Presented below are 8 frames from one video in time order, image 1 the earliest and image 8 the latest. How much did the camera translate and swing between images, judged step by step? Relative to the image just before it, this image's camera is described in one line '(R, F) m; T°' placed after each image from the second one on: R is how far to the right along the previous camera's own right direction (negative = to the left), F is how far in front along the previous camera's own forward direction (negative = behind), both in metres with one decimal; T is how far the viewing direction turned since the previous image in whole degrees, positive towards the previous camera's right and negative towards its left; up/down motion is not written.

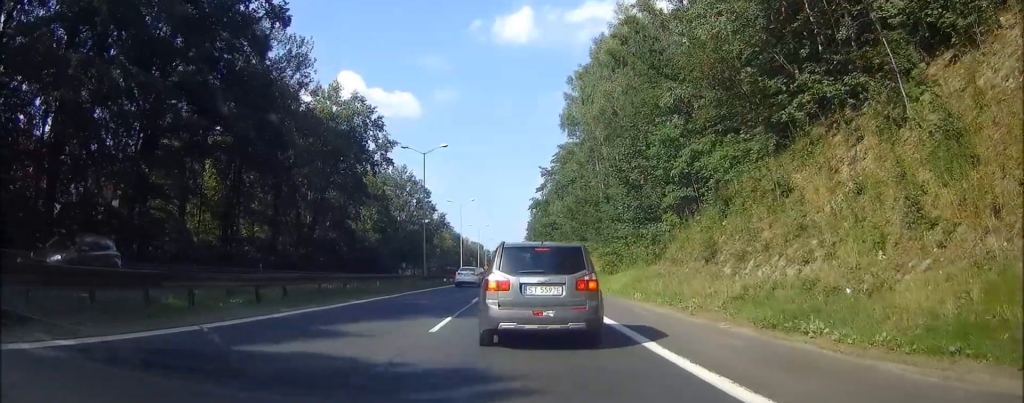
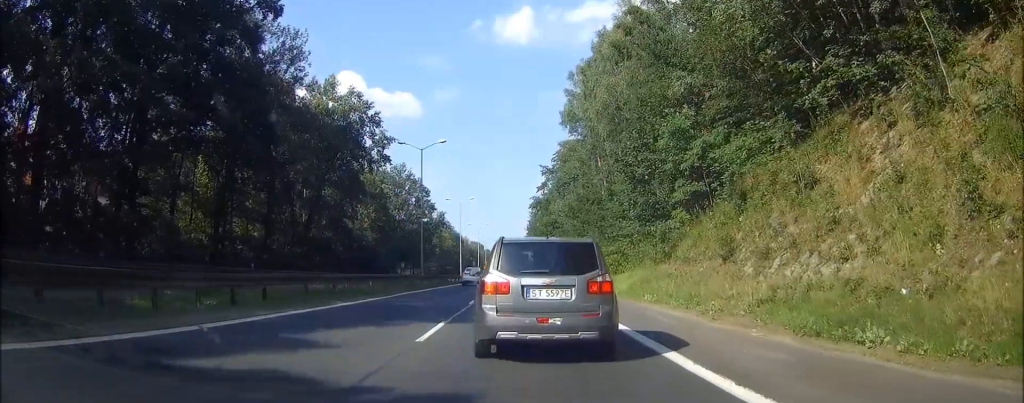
(0.0, +2.2) m; -1°
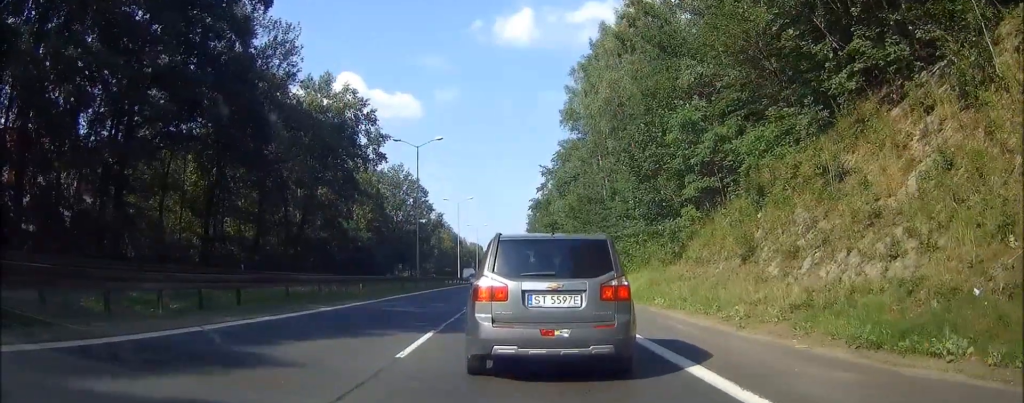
(0.0, +2.3) m; +2°
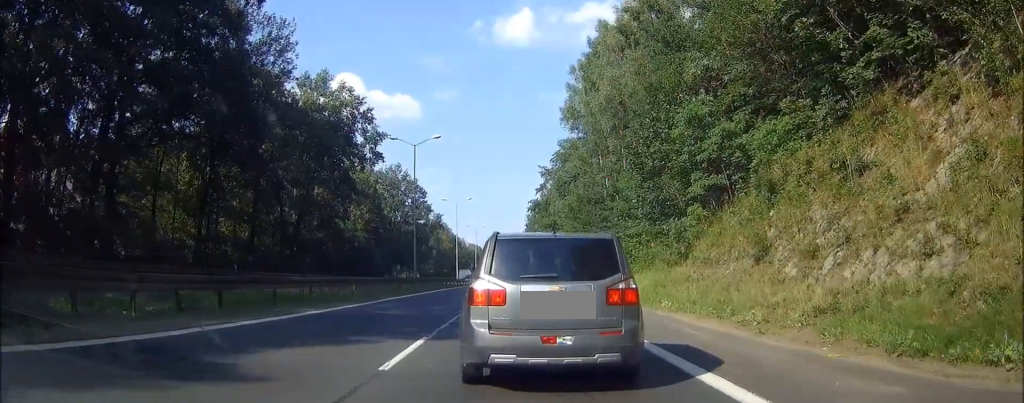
(+0.1, +1.5) m; +1°
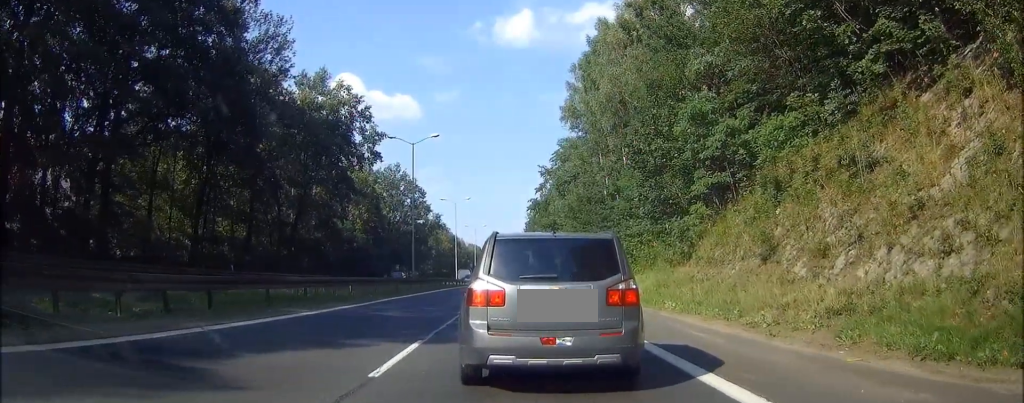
(+0.1, +0.7) m; 0°
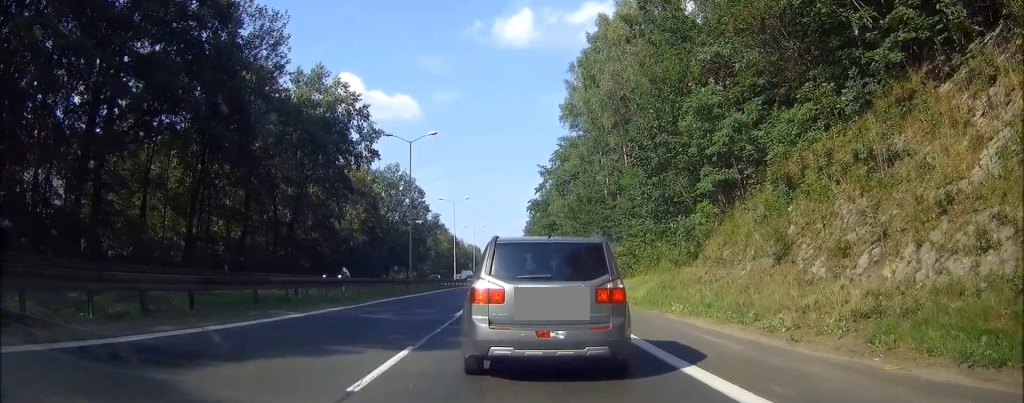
(0.0, +0.4) m; 0°
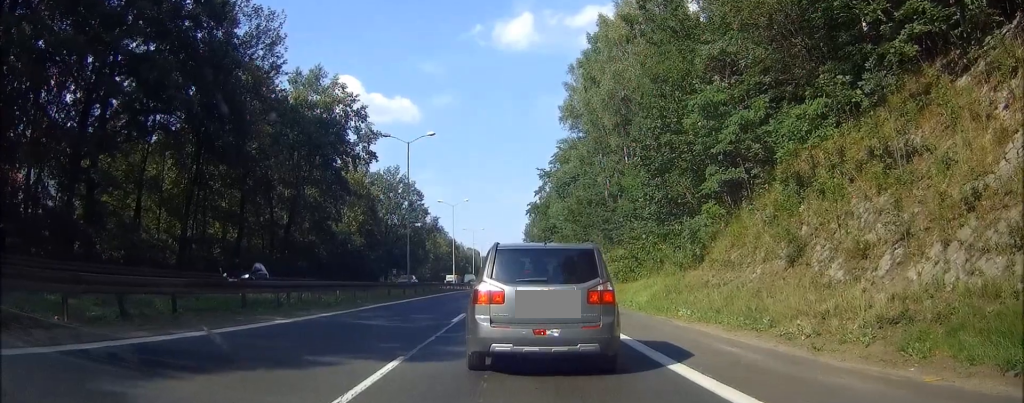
(0.0, +0.1) m; 0°
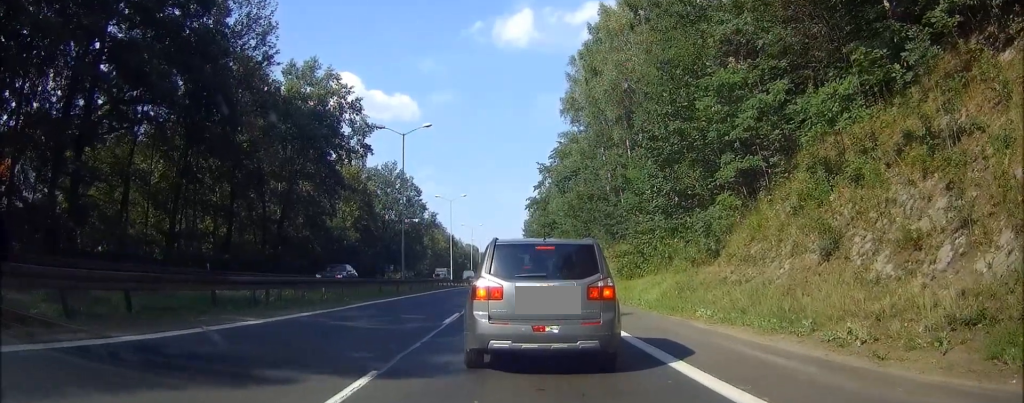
(0.0, +0.4) m; 0°
